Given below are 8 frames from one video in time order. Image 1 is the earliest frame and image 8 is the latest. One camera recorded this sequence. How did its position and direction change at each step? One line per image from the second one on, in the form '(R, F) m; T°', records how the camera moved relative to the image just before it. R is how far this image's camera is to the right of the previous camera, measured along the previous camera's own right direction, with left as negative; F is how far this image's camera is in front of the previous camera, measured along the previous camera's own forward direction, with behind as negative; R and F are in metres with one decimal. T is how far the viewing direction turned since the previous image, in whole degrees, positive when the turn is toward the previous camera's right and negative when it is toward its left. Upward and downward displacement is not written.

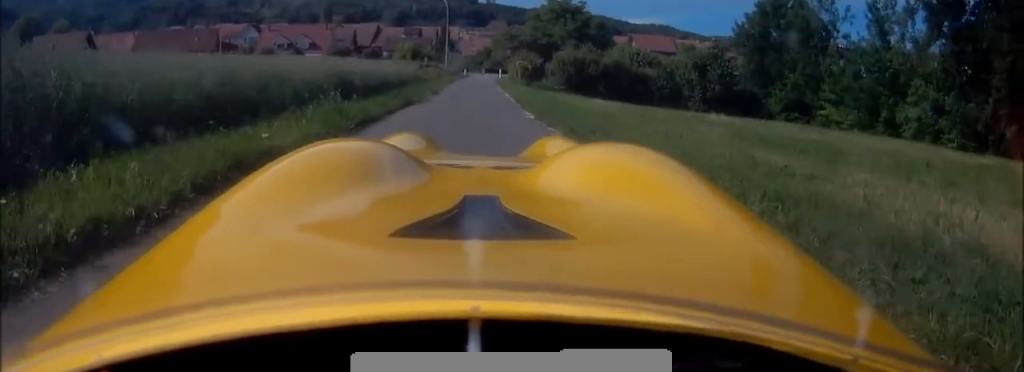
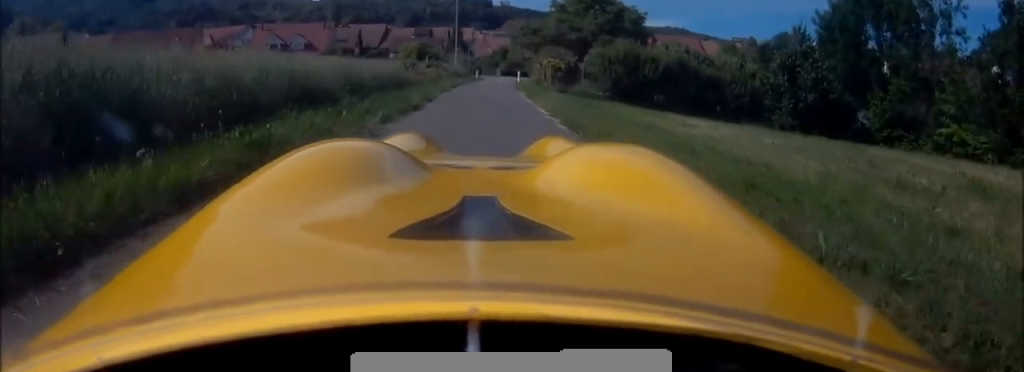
(+0.6, +9.0) m; +2°
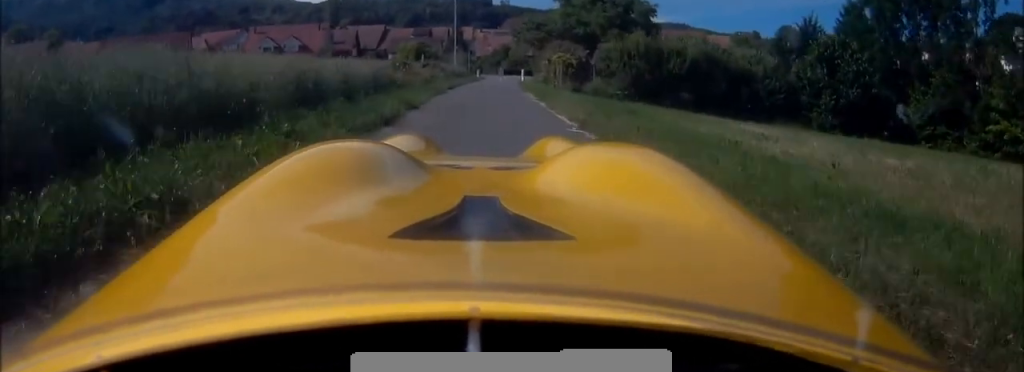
(0.0, +3.1) m; -1°
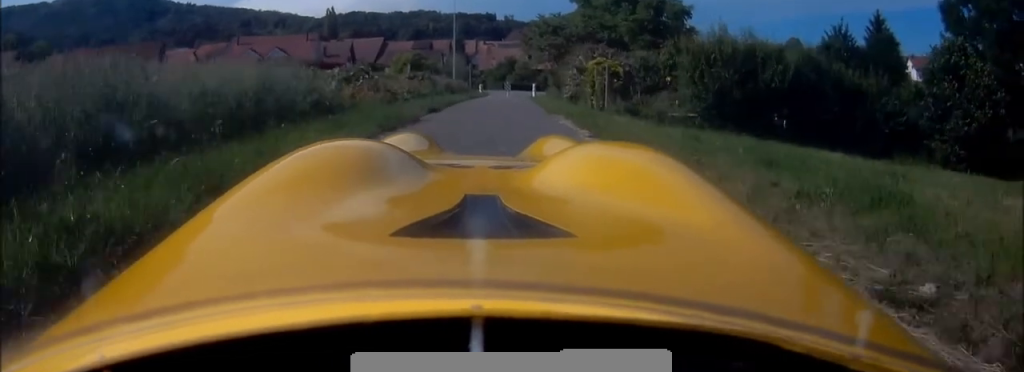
(-0.2, +7.2) m; -1°
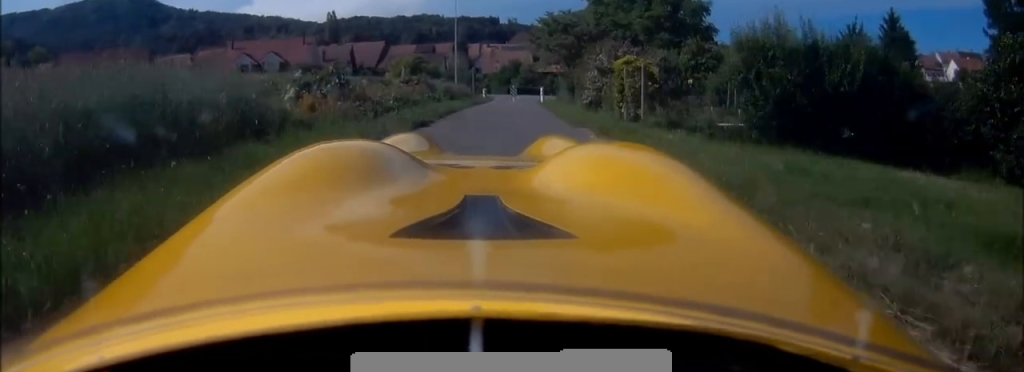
(+0.1, +2.8) m; +1°
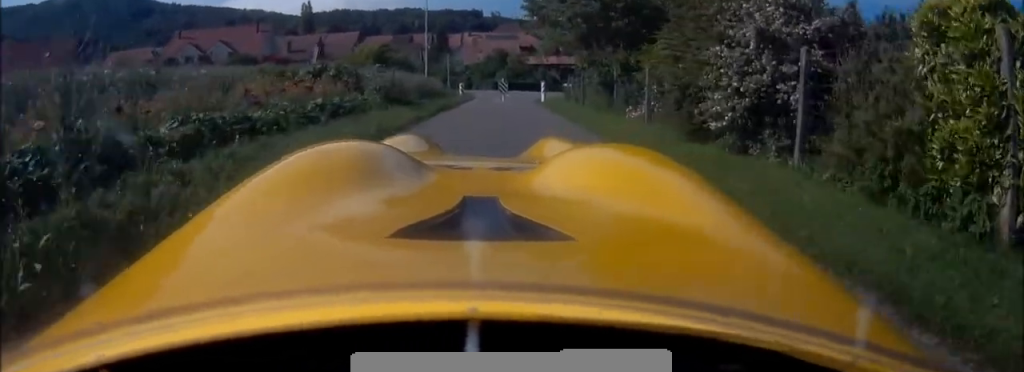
(+0.4, +9.9) m; +5°
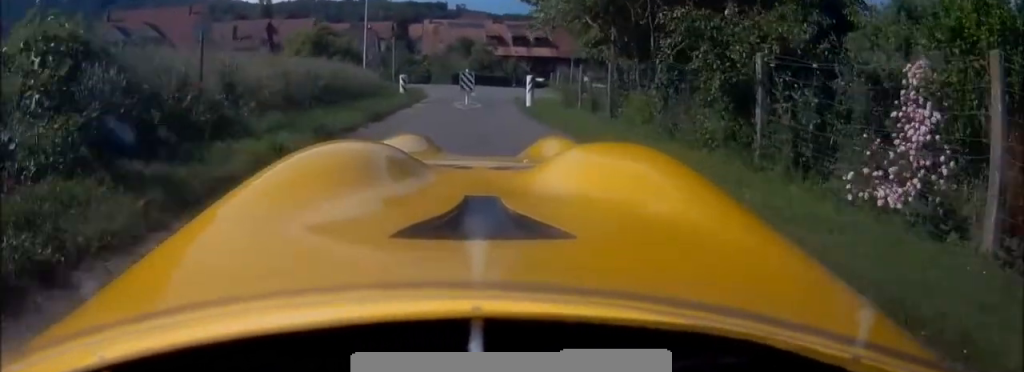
(0.0, +8.6) m; 0°
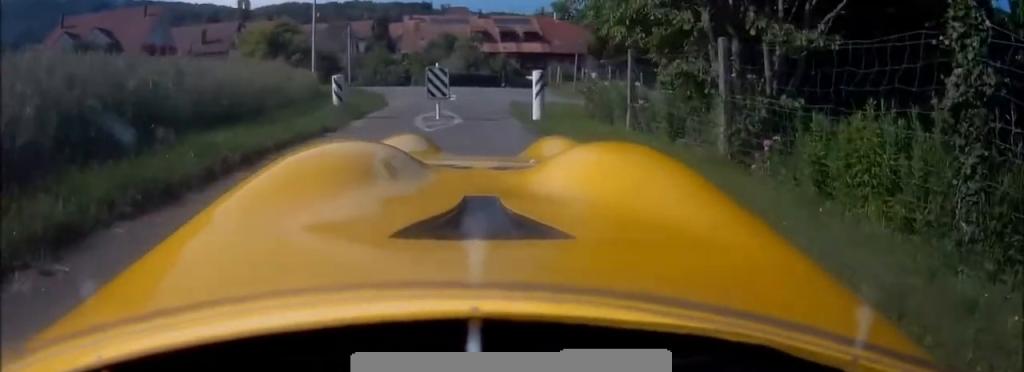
(-0.1, +5.9) m; +3°
